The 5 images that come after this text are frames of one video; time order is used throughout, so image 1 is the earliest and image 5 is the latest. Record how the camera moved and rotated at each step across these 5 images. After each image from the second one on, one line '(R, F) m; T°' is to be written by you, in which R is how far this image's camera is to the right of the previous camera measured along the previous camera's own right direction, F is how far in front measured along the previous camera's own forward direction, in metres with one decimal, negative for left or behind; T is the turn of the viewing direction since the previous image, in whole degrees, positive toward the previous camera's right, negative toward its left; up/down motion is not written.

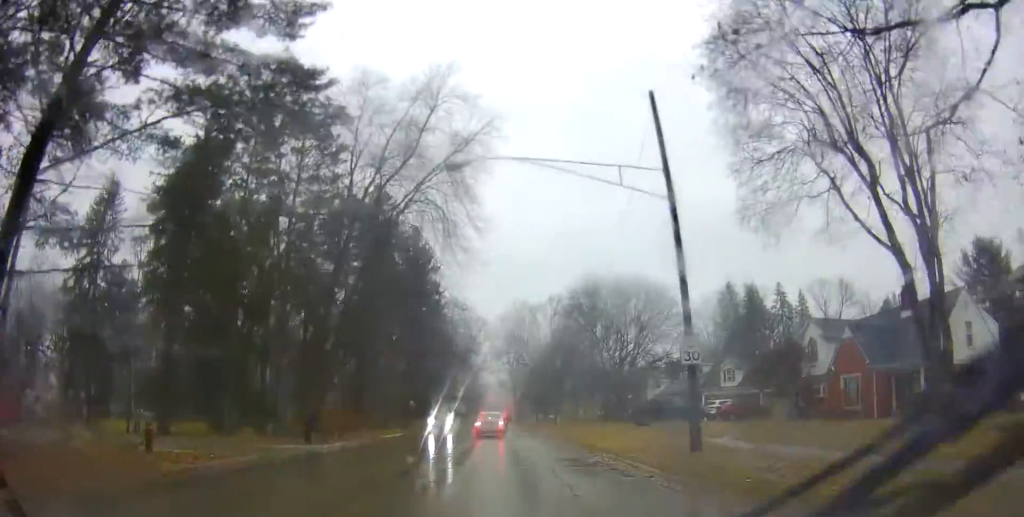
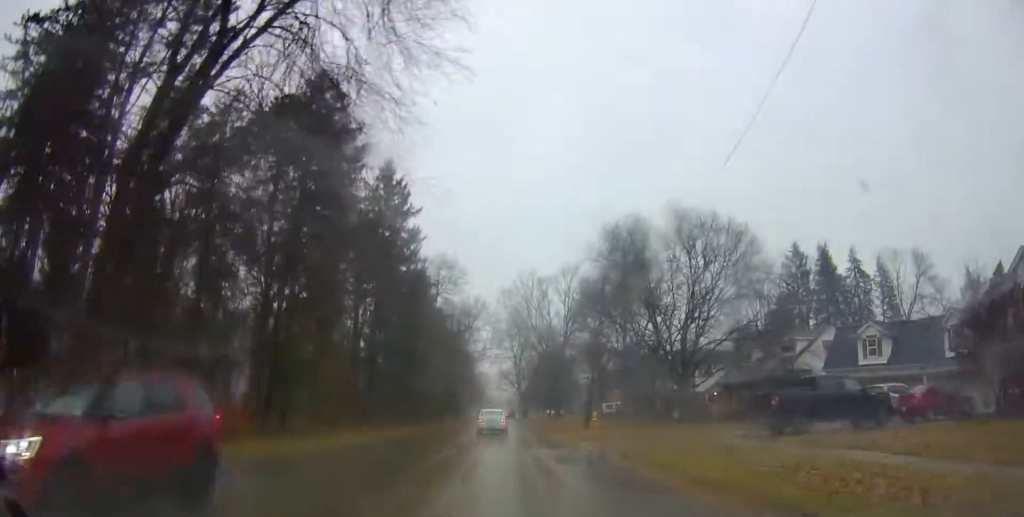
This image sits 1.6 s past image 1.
(+0.1, +21.3) m; +2°
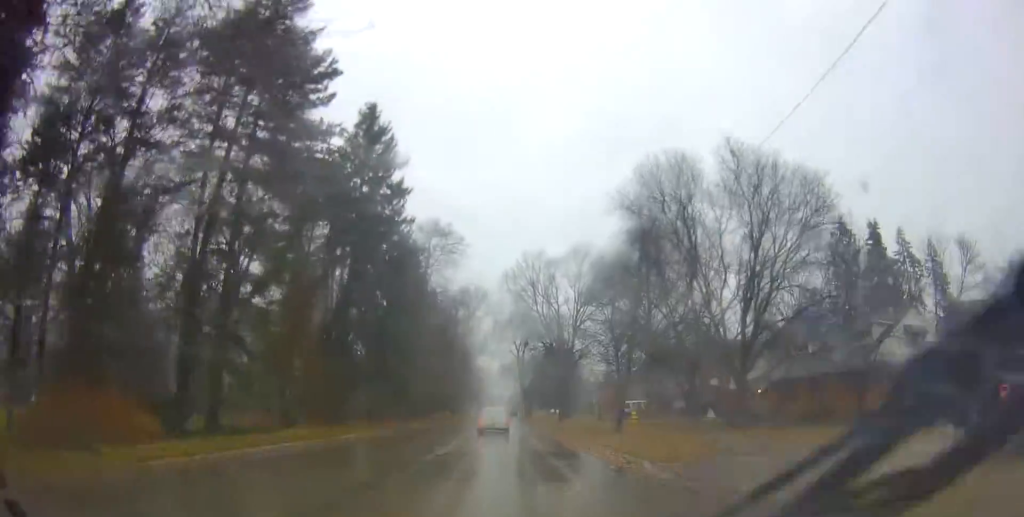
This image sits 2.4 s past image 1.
(0.0, +10.3) m; -3°
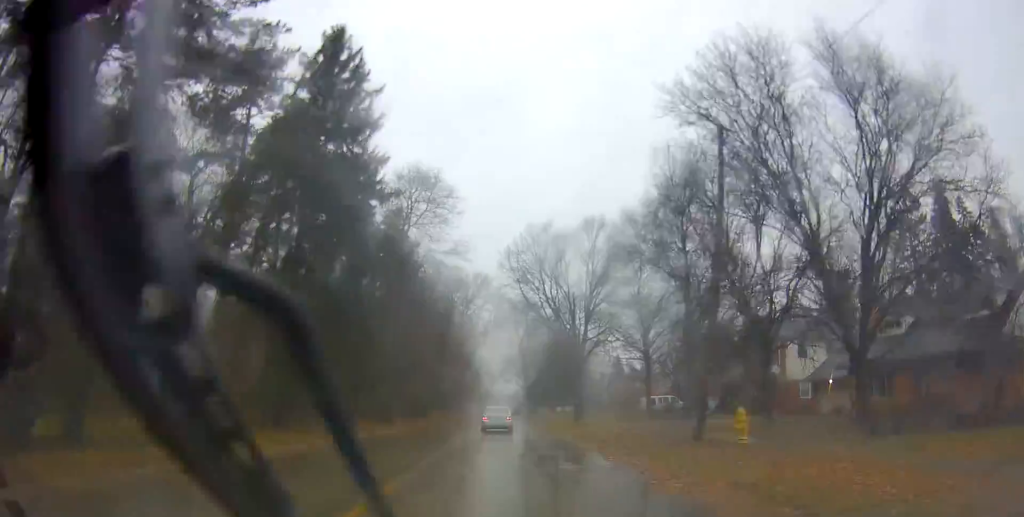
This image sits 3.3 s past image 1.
(-0.5, +11.5) m; -1°
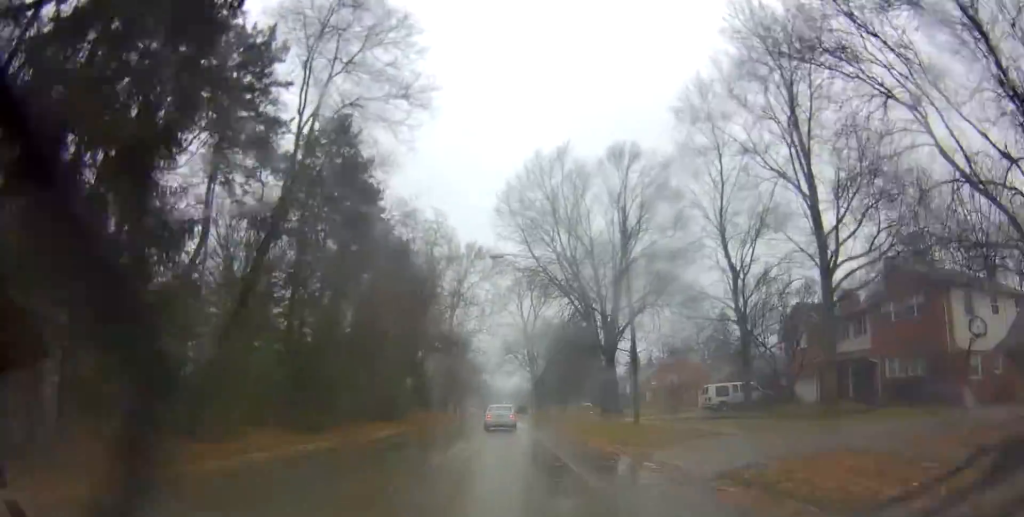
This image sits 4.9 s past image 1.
(+0.6, +20.3) m; +2°
